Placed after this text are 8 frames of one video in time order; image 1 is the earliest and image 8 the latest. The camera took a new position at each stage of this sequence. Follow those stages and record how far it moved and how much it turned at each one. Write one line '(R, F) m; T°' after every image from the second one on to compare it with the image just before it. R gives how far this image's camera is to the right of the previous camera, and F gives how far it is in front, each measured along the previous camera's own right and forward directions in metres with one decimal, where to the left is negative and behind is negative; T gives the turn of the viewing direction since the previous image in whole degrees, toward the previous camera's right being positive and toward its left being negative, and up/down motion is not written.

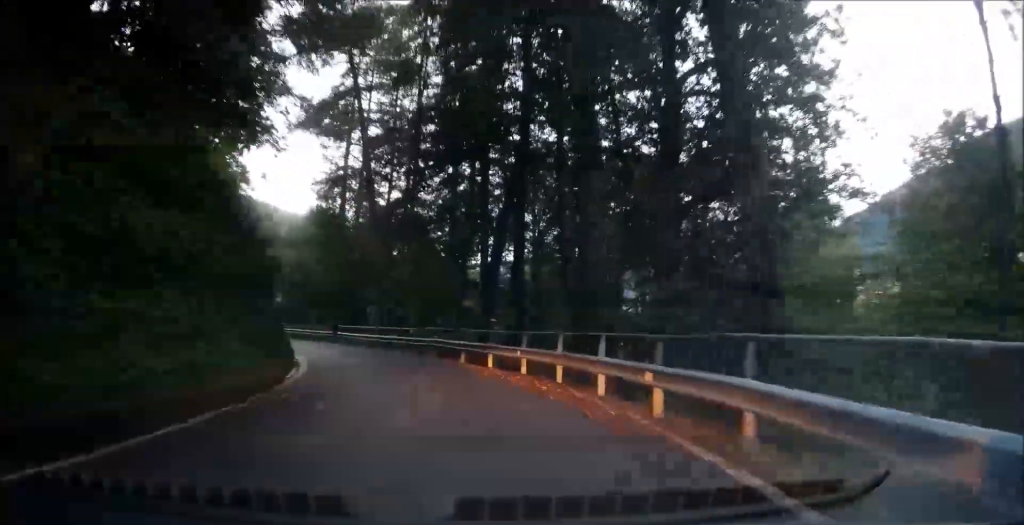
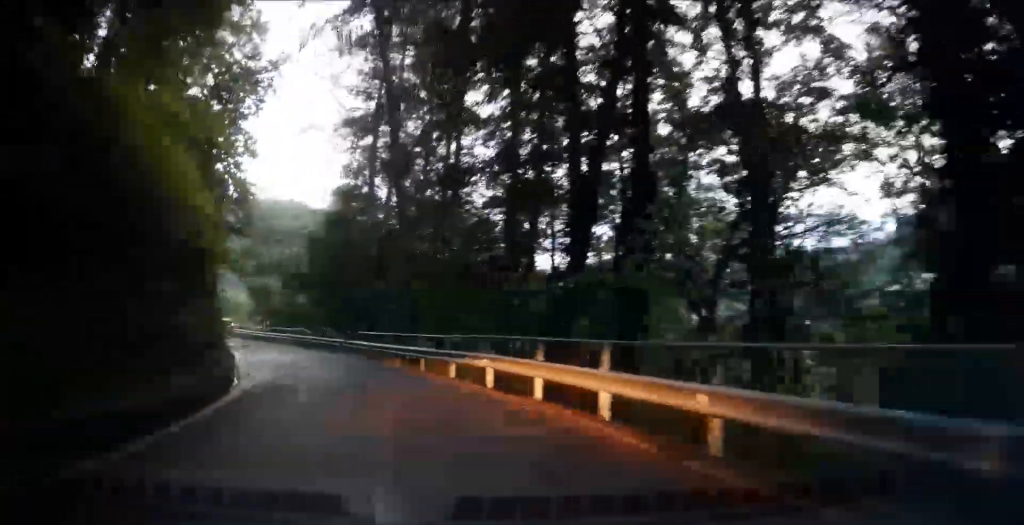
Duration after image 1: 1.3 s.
(+0.6, +11.9) m; +3°
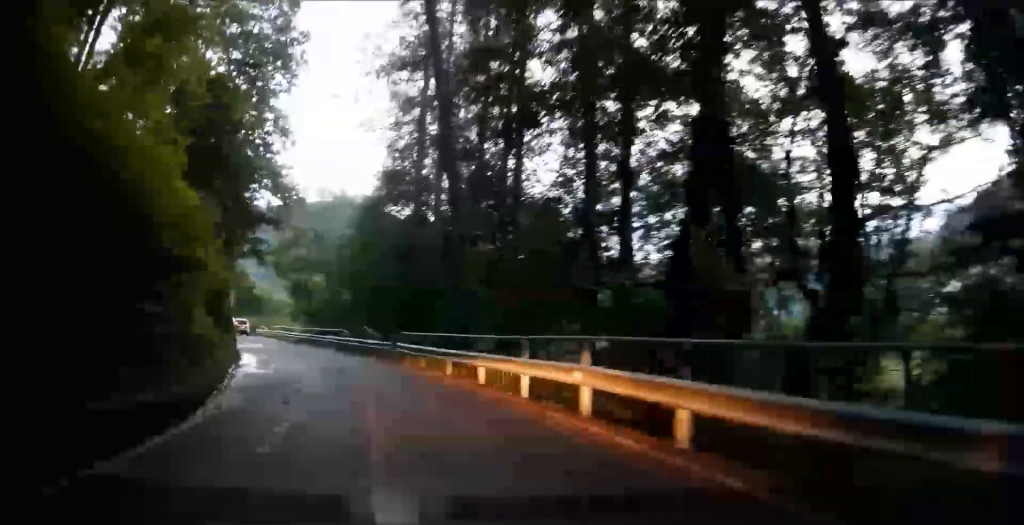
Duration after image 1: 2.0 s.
(+0.1, +5.6) m; -5°
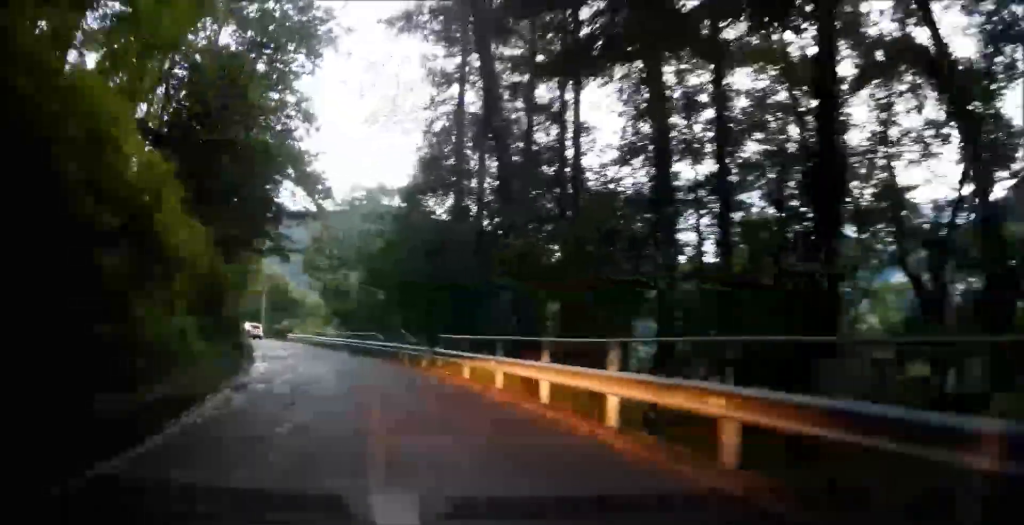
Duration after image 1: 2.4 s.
(-0.1, +4.1) m; -3°
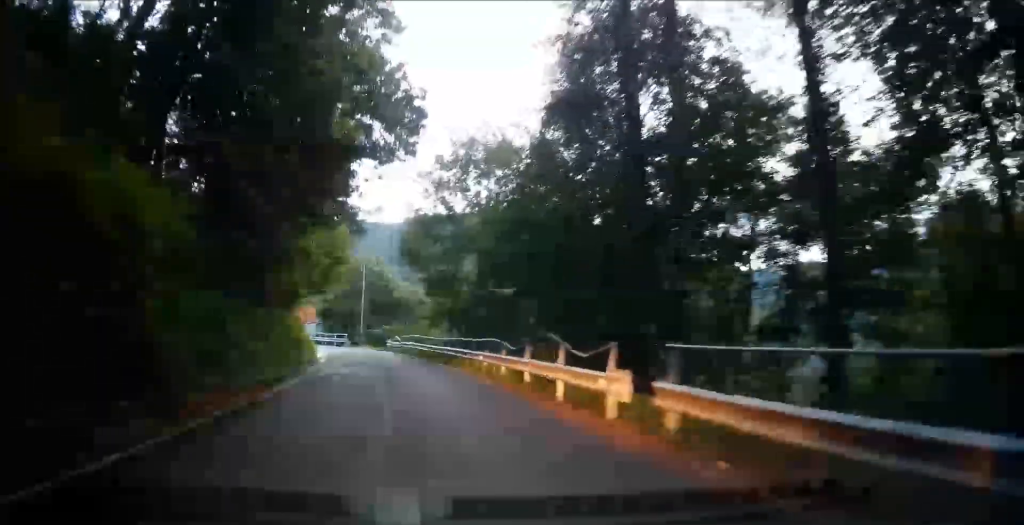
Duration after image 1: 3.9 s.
(-1.2, +13.0) m; -7°
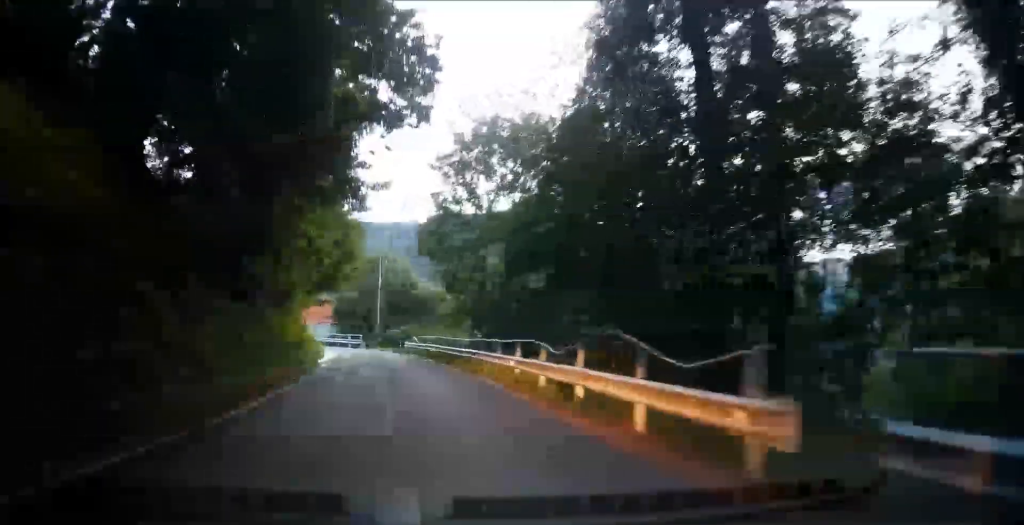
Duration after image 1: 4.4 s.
(0.0, +4.2) m; -1°
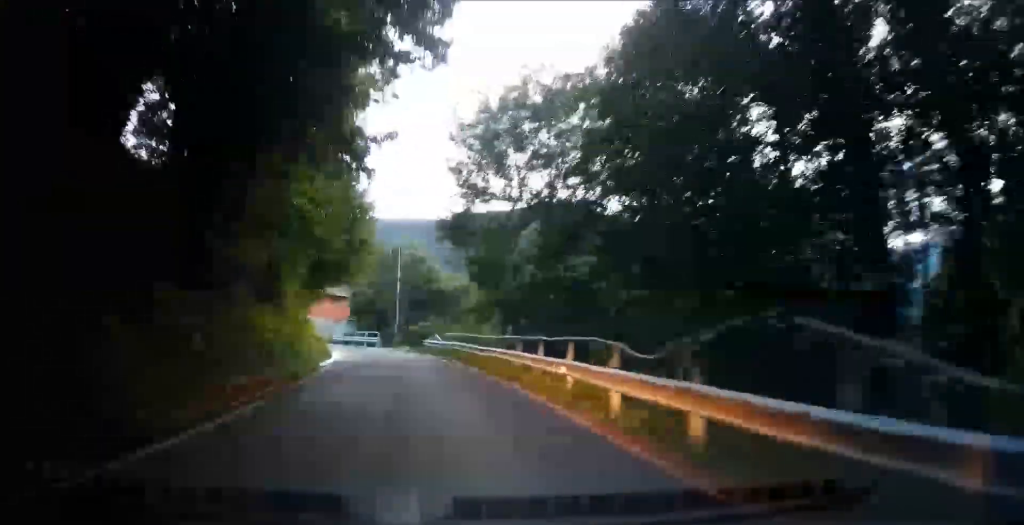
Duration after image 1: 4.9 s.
(-0.2, +4.6) m; -2°
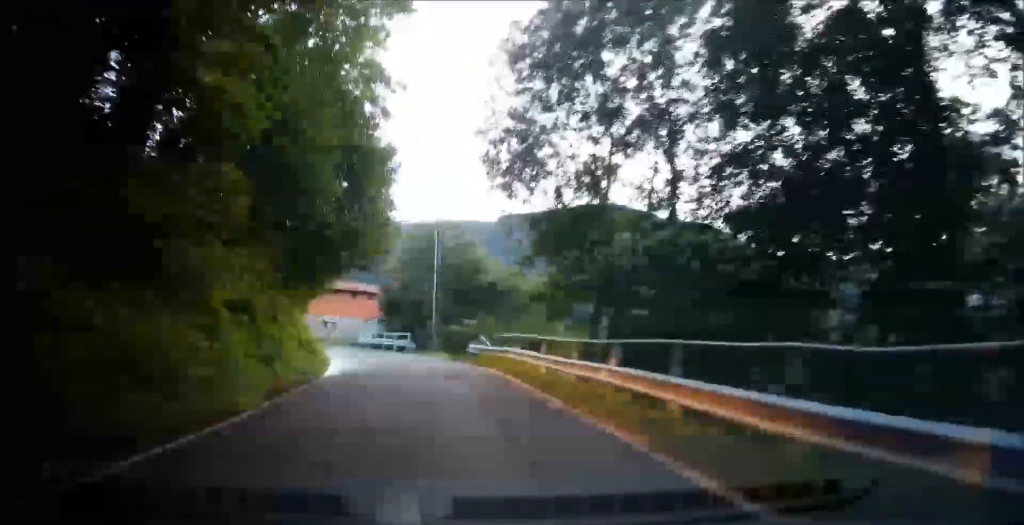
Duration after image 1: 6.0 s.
(-0.2, +10.2) m; -7°
